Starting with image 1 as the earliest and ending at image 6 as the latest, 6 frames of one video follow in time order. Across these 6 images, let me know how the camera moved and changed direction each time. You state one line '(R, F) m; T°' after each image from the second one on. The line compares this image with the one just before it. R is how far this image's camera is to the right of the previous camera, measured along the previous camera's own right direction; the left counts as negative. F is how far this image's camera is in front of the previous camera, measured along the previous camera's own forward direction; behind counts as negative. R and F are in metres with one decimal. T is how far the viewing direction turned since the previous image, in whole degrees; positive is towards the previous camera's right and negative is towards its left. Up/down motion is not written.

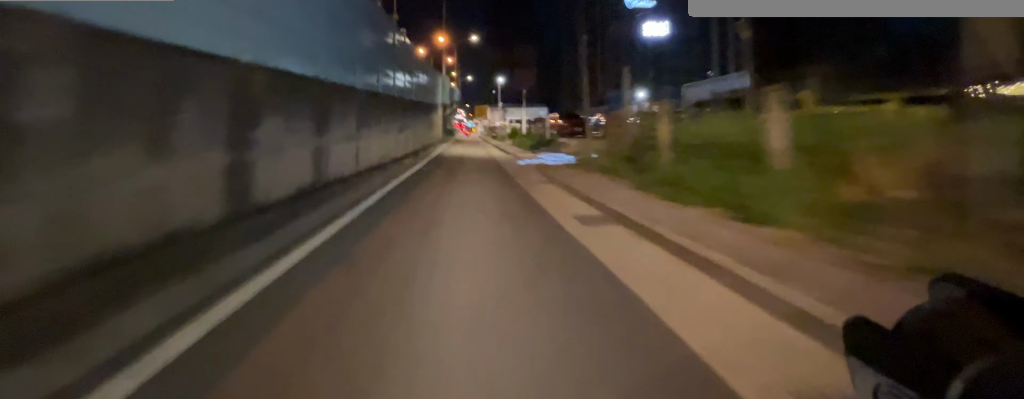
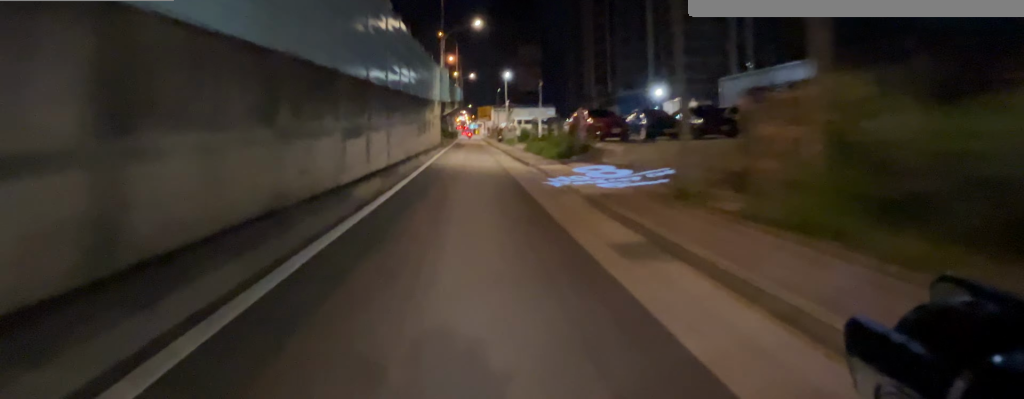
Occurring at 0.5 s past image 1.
(0.0, +6.1) m; 0°
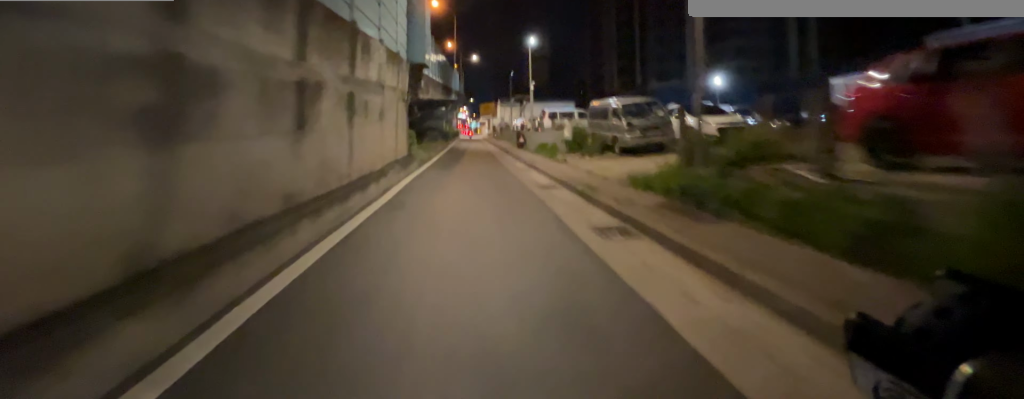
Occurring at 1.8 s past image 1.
(+0.1, +15.8) m; +2°
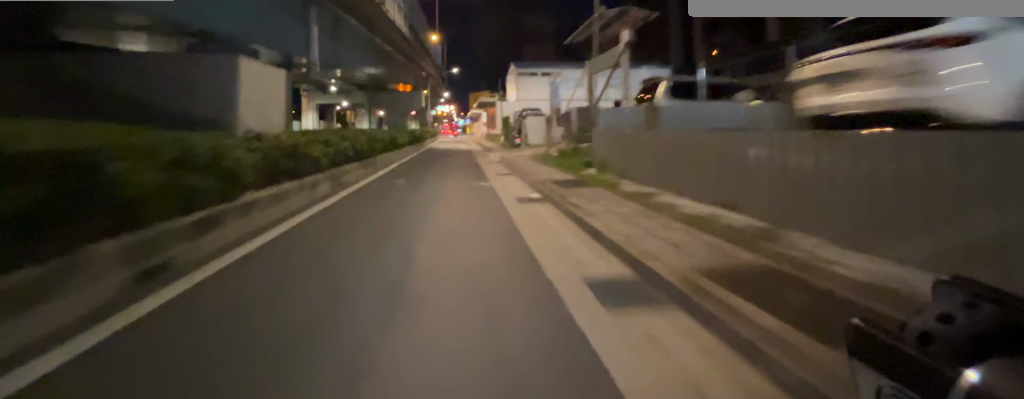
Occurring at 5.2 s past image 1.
(+0.4, +33.5) m; -1°
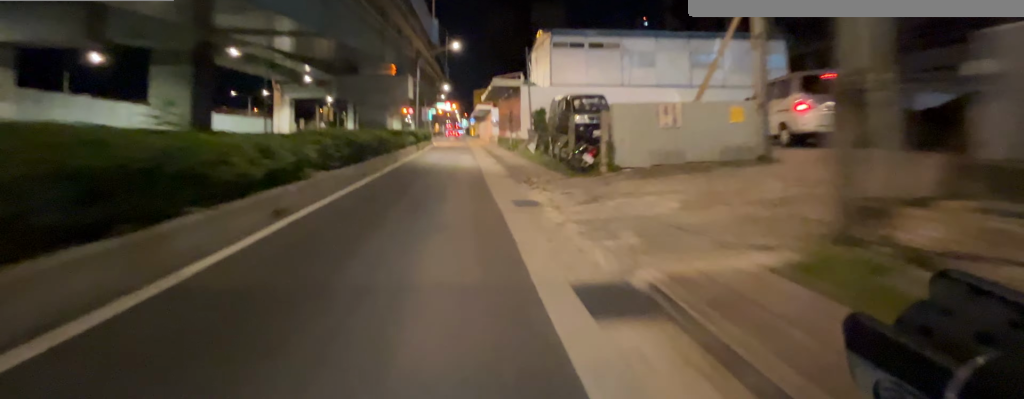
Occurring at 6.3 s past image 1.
(-0.2, +12.0) m; -1°
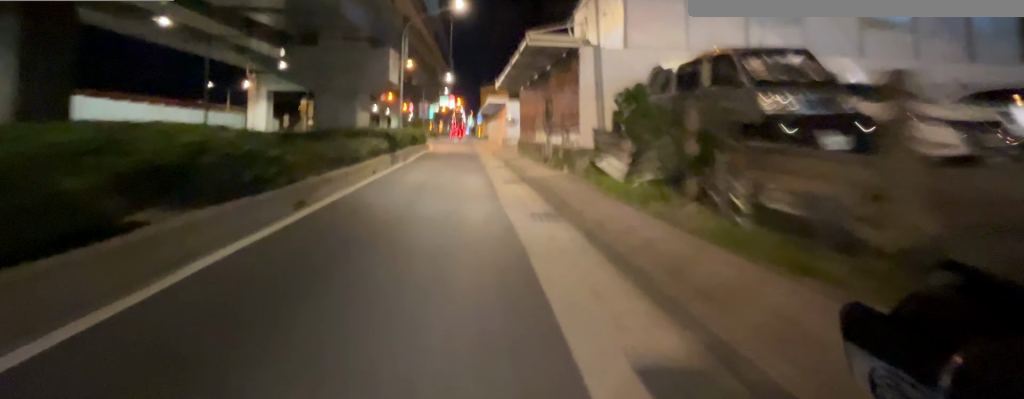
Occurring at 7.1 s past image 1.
(0.0, +9.5) m; 0°
